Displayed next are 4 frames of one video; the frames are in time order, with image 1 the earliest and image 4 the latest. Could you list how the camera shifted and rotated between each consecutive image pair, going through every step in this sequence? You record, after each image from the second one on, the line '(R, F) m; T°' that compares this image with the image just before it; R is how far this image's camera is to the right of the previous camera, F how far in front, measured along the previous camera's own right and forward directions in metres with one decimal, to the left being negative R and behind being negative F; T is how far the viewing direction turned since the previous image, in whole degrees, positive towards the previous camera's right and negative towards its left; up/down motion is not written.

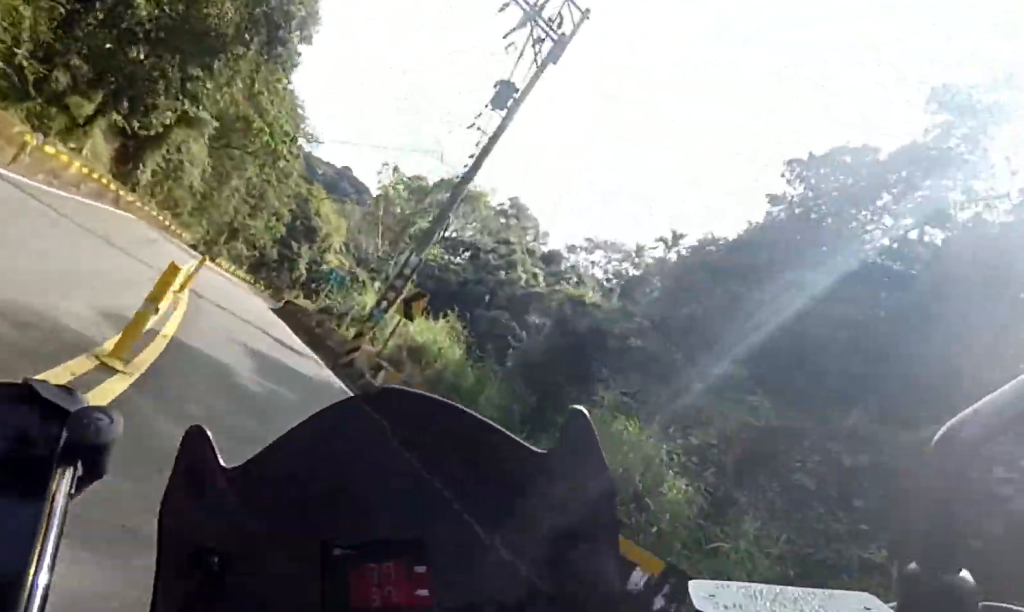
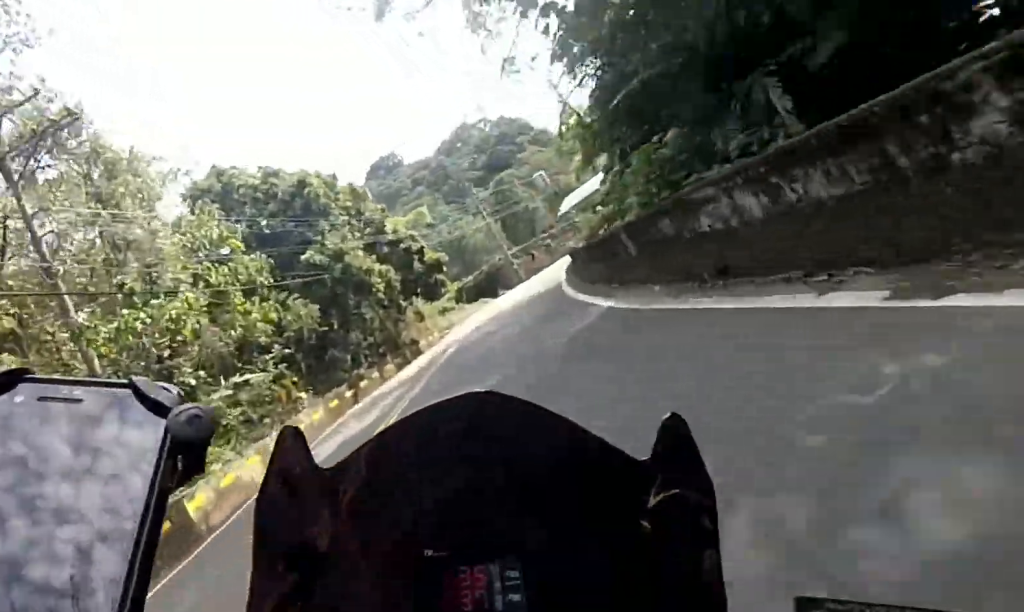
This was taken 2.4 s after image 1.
(-2.2, +44.4) m; 0°
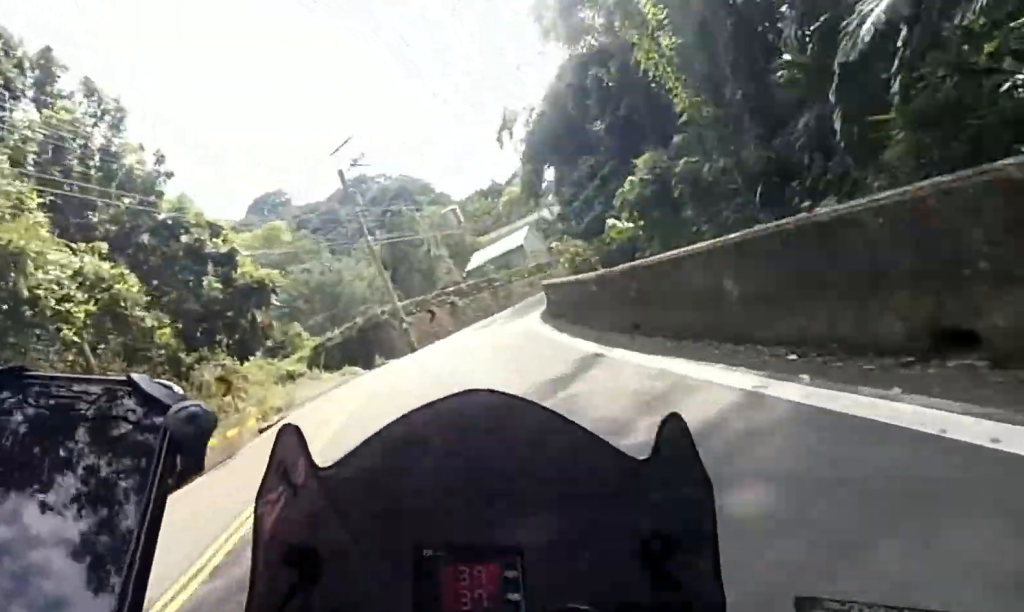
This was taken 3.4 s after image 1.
(+0.9, +18.2) m; +13°
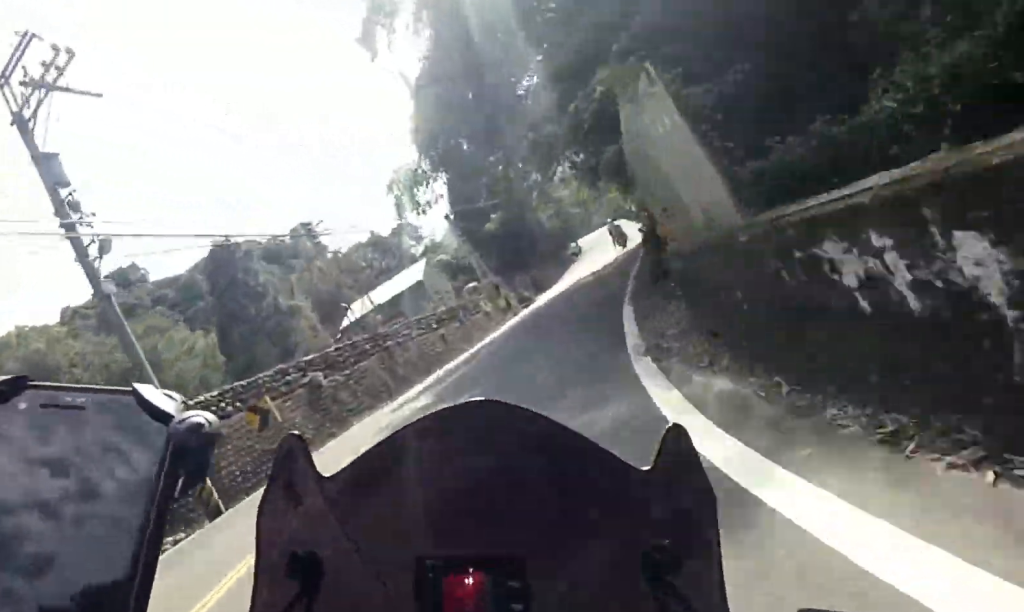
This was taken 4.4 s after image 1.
(+3.5, +18.2) m; +16°
